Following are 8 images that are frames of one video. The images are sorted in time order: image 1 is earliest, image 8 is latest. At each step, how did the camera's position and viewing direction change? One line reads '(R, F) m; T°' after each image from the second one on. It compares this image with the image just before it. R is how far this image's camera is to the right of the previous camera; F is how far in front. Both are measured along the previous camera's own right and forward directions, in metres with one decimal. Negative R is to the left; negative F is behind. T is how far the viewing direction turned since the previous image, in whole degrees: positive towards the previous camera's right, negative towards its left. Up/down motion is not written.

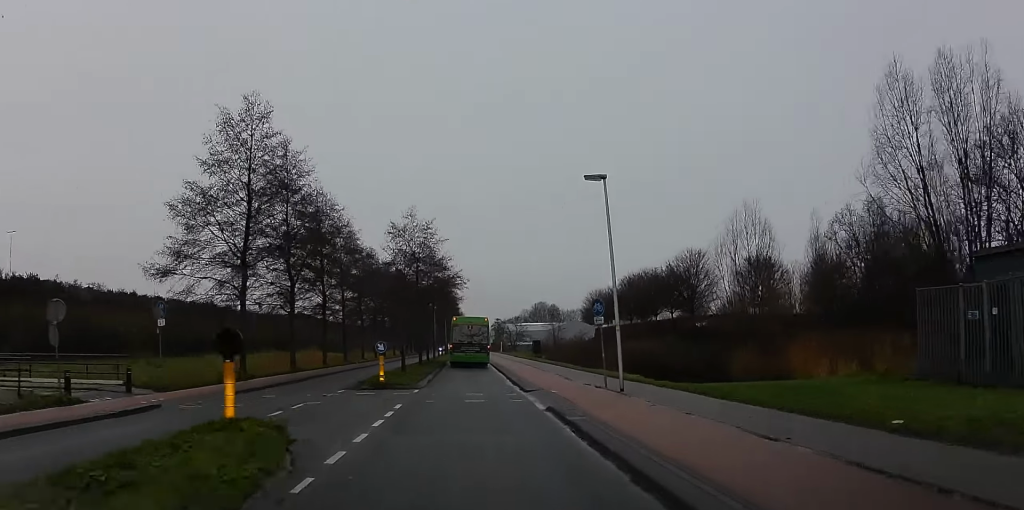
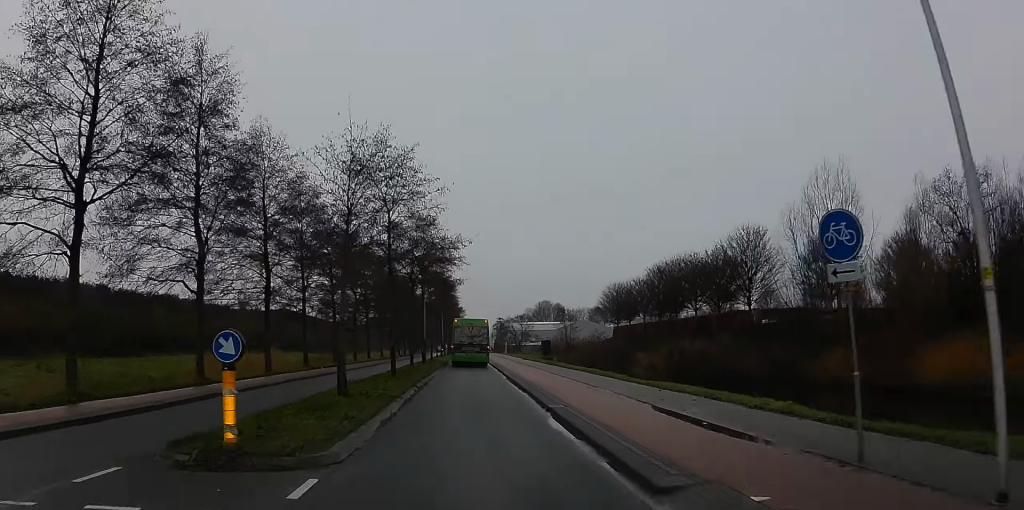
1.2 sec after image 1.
(-0.3, +15.2) m; -2°
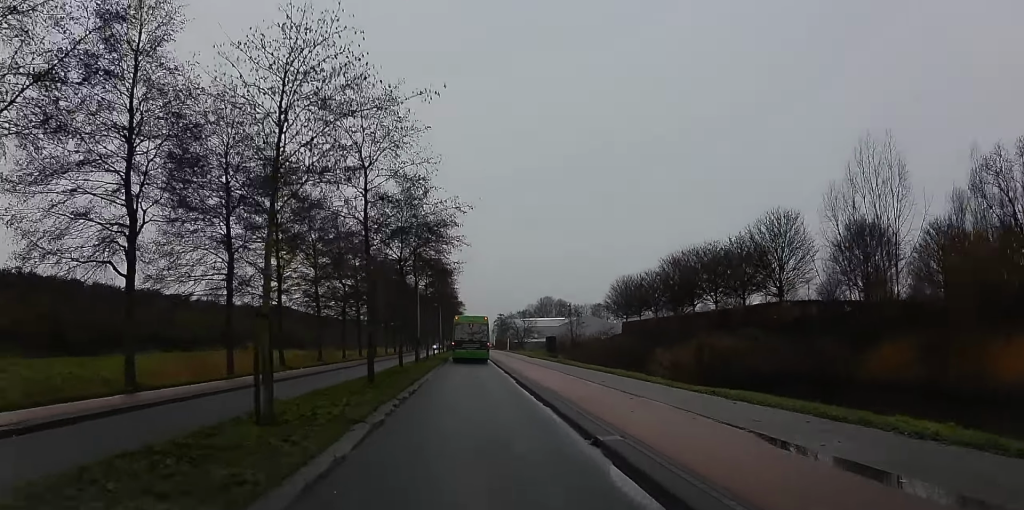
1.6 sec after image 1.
(0.0, +6.3) m; 0°
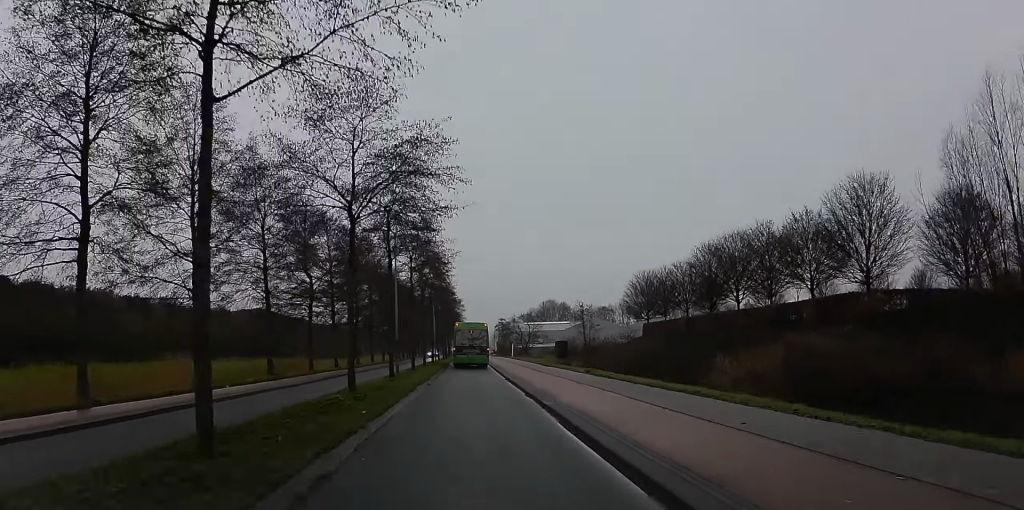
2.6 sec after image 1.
(-0.2, +12.8) m; 0°
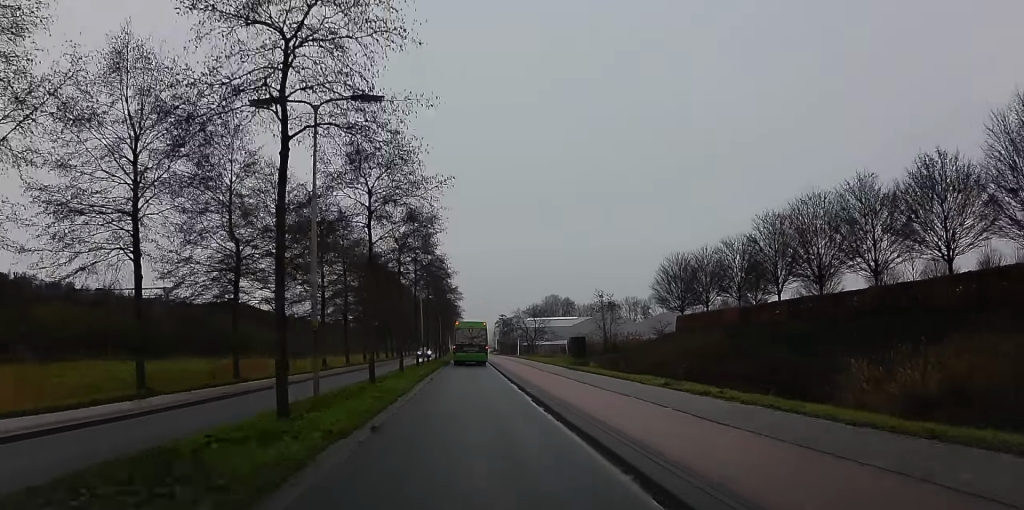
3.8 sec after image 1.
(+0.1, +15.5) m; 0°
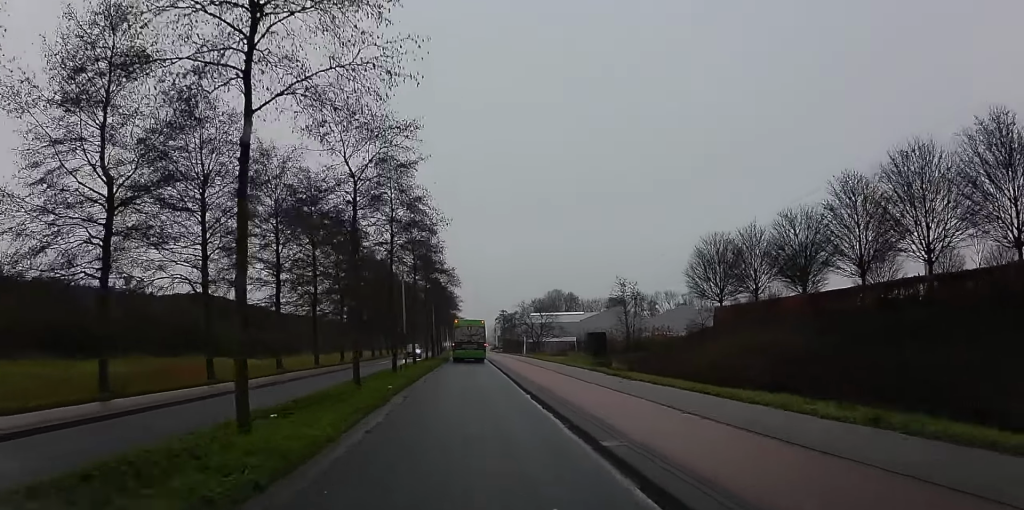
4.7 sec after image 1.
(-0.1, +13.0) m; -3°
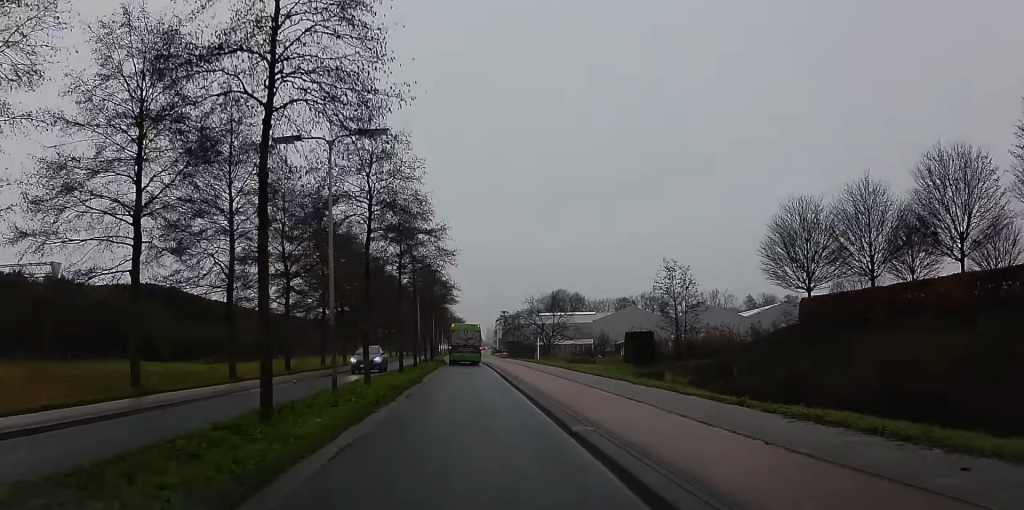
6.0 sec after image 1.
(-0.4, +17.8) m; +1°
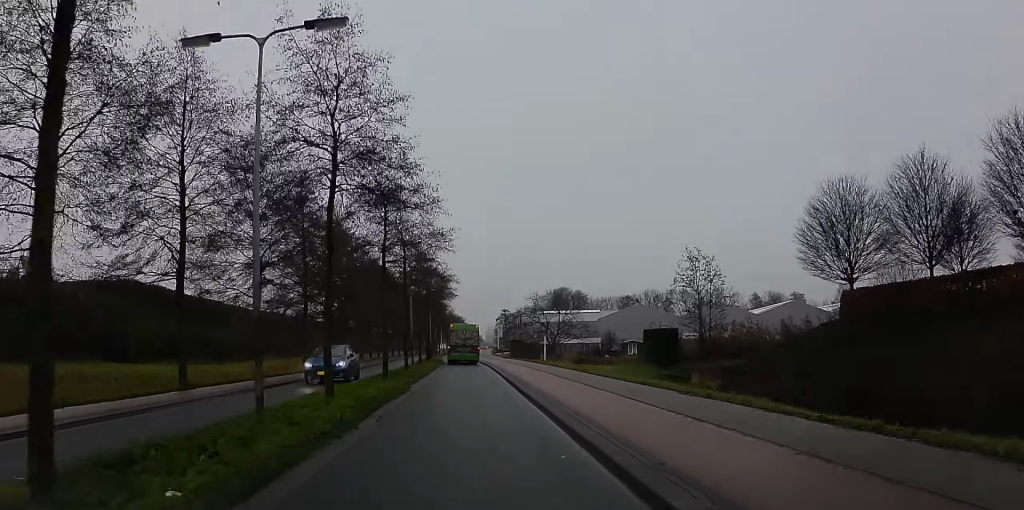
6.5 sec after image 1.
(+0.2, +5.9) m; +1°
